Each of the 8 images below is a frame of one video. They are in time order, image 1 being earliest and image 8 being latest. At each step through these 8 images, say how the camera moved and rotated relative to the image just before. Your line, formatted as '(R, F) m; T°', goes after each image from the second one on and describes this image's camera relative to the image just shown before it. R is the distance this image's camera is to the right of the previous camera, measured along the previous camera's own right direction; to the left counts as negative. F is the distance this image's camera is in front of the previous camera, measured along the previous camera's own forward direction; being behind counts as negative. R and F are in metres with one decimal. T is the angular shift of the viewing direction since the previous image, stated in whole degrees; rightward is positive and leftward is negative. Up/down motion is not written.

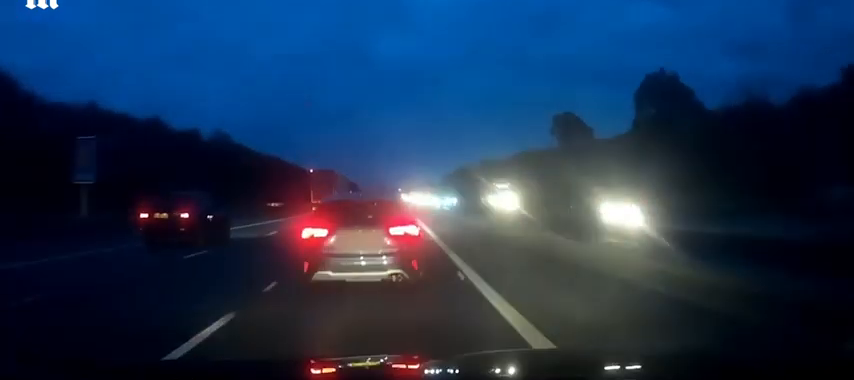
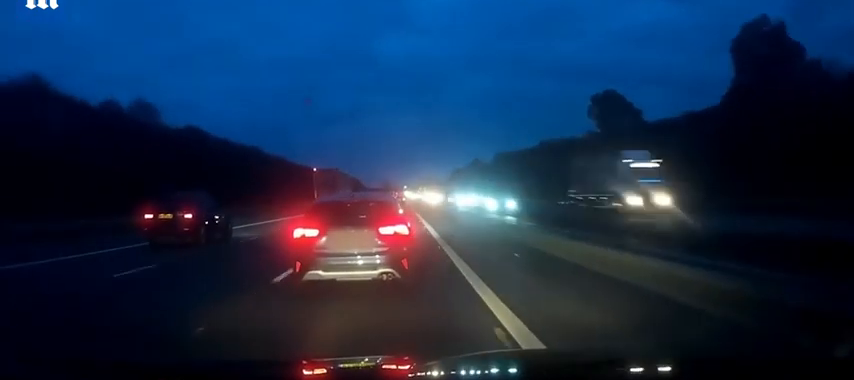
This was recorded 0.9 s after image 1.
(0.0, +23.2) m; 0°
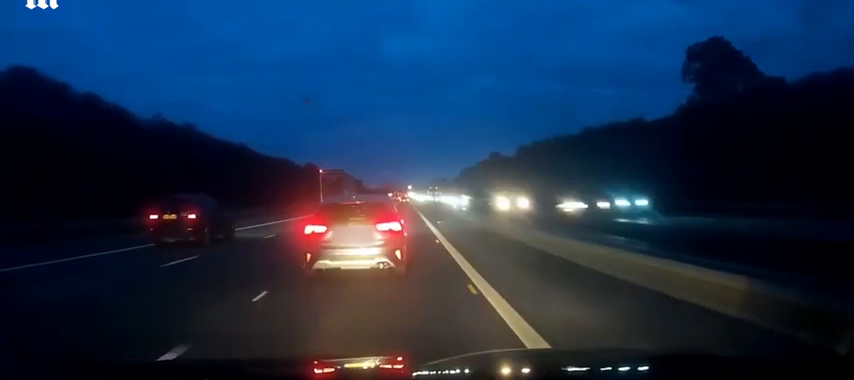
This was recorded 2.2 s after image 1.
(-0.1, +33.9) m; 0°
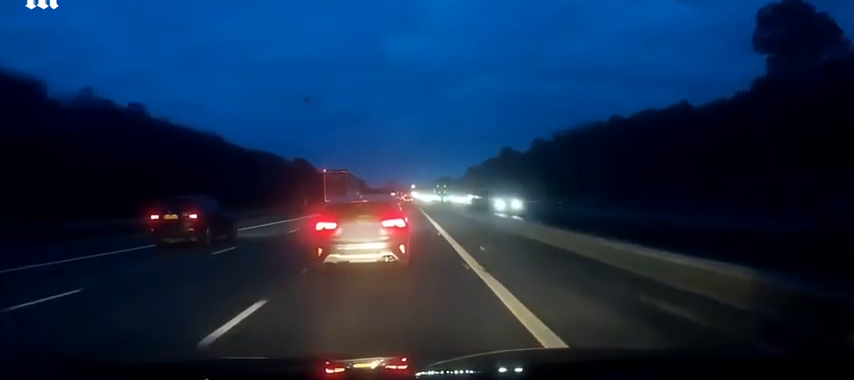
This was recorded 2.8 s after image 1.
(0.0, +14.8) m; 0°
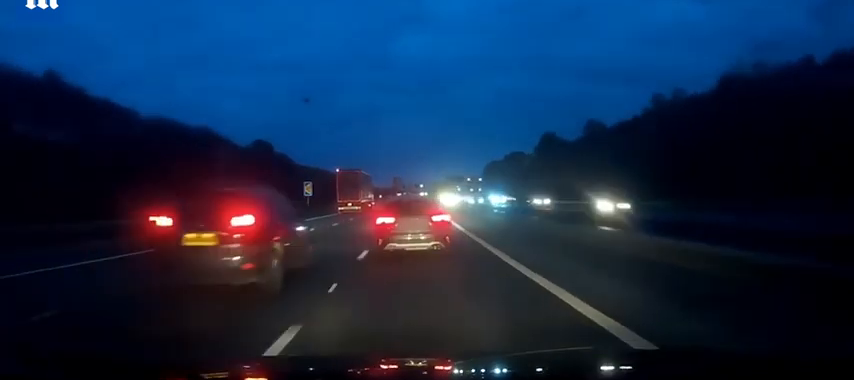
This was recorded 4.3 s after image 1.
(-0.3, +37.5) m; -1°
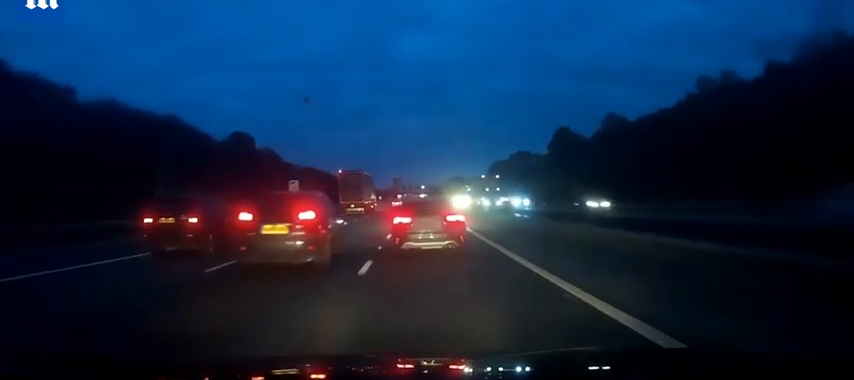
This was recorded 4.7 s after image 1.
(0.0, +10.5) m; 0°
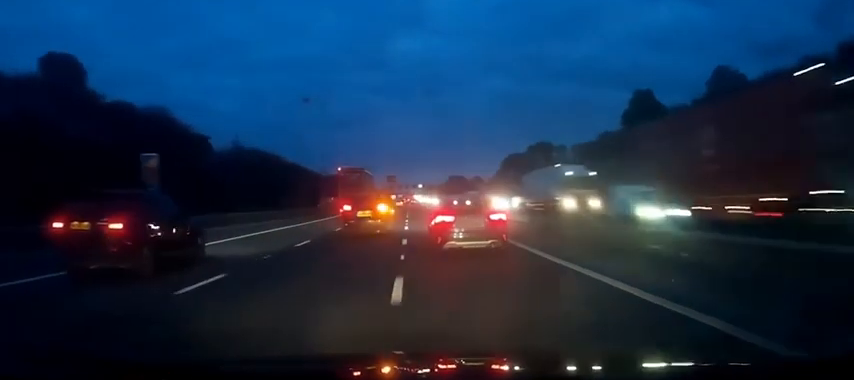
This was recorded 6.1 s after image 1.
(+0.1, +38.9) m; 0°
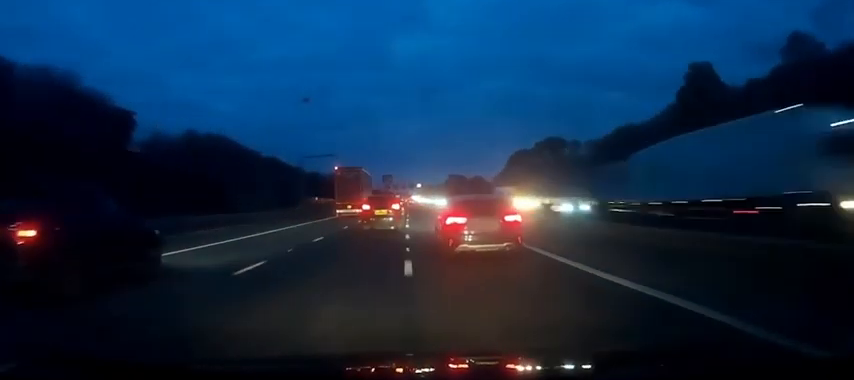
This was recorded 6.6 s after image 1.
(+0.1, +14.9) m; 0°
